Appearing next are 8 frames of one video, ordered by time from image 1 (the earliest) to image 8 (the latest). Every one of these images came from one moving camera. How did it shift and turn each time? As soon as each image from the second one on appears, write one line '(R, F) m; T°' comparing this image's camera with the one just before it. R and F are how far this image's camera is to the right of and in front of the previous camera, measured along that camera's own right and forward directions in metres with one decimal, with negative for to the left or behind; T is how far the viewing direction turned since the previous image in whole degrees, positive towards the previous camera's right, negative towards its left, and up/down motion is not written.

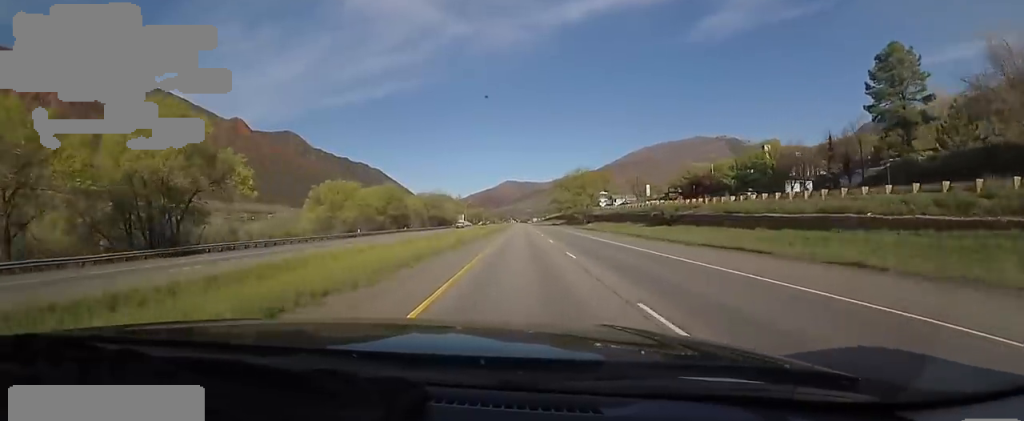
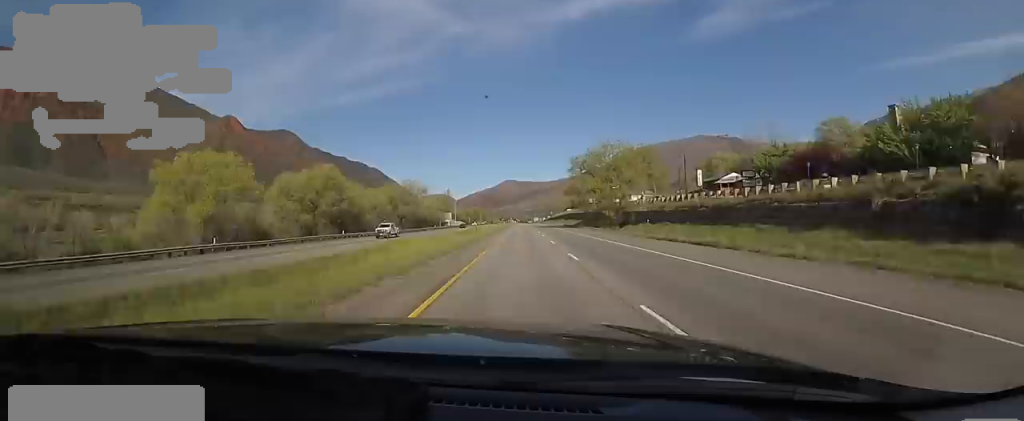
(-1.0, +37.4) m; 0°
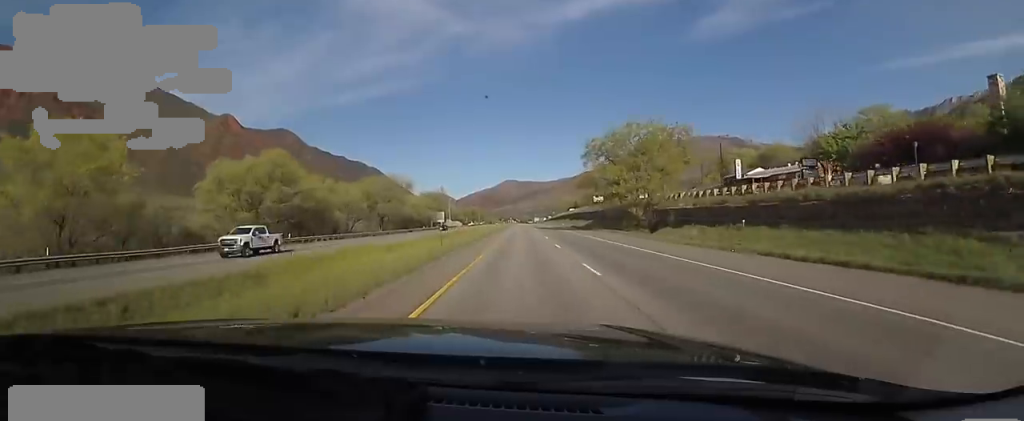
(+0.6, +16.7) m; 0°
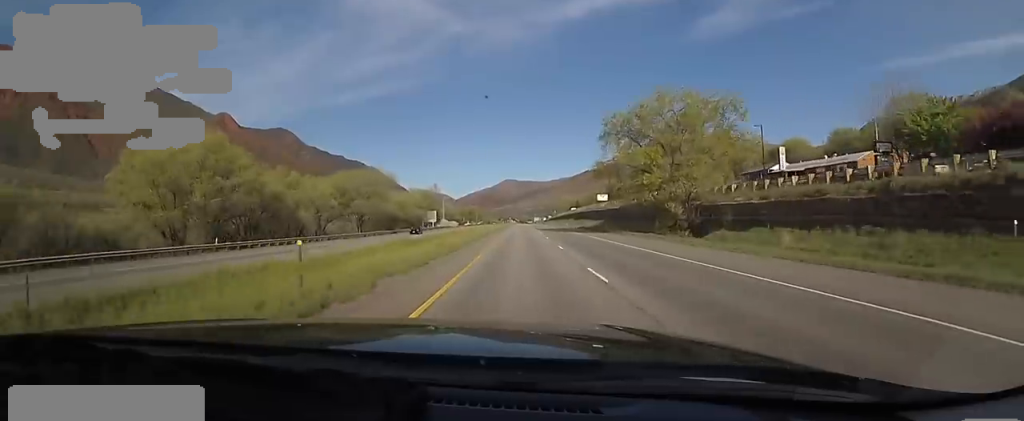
(+0.7, +13.6) m; 0°
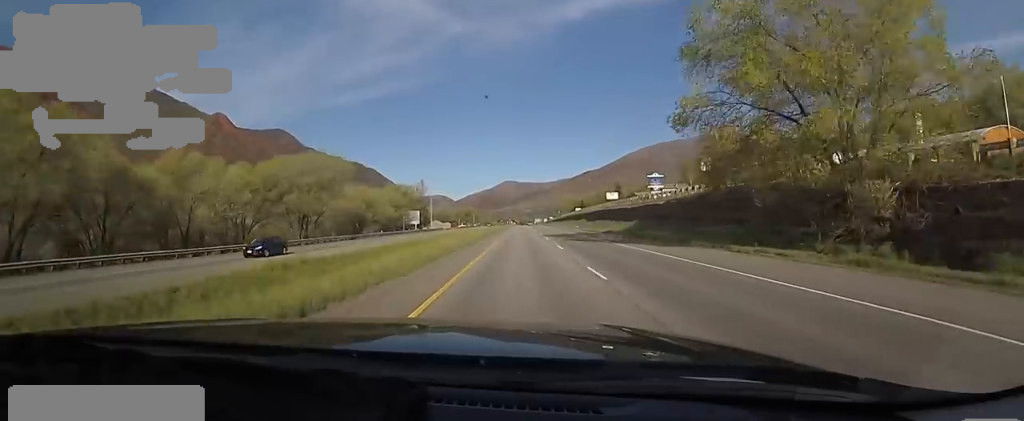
(-0.8, +24.0) m; 0°
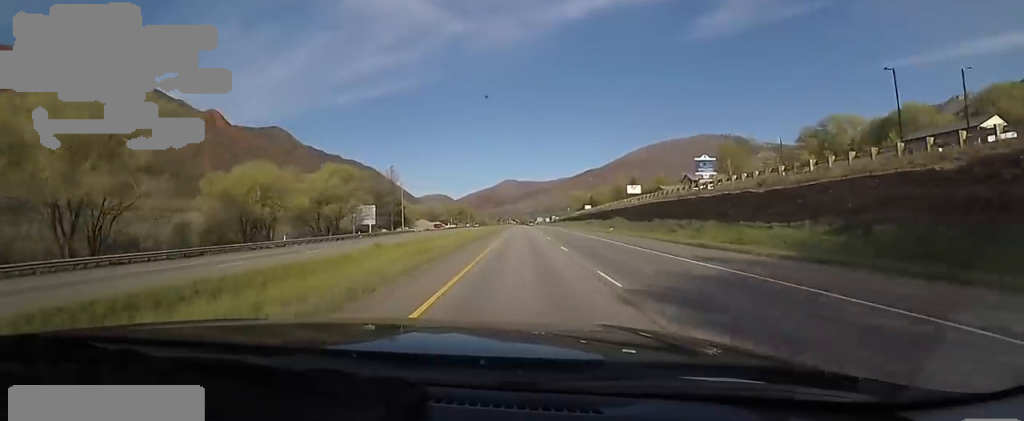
(+0.8, +37.6) m; 0°
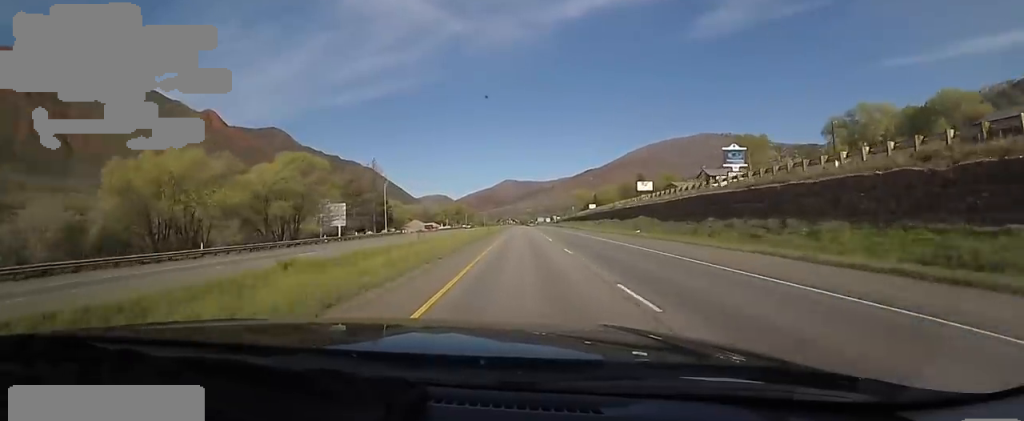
(-0.3, +14.6) m; 0°
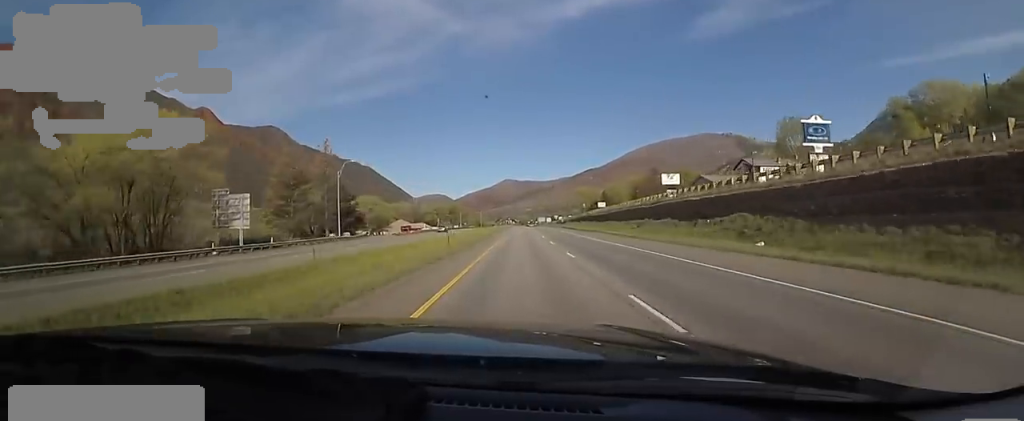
(-0.8, +26.1) m; 0°
